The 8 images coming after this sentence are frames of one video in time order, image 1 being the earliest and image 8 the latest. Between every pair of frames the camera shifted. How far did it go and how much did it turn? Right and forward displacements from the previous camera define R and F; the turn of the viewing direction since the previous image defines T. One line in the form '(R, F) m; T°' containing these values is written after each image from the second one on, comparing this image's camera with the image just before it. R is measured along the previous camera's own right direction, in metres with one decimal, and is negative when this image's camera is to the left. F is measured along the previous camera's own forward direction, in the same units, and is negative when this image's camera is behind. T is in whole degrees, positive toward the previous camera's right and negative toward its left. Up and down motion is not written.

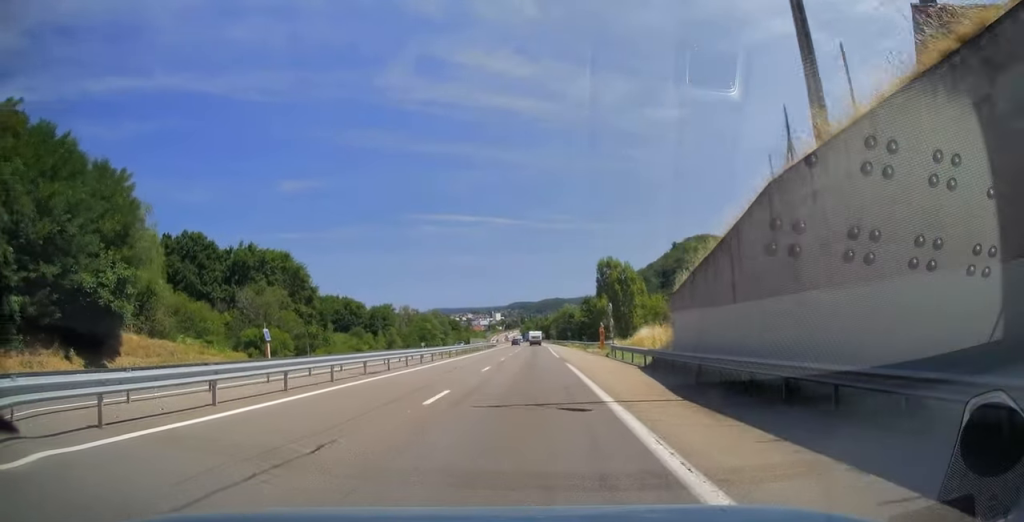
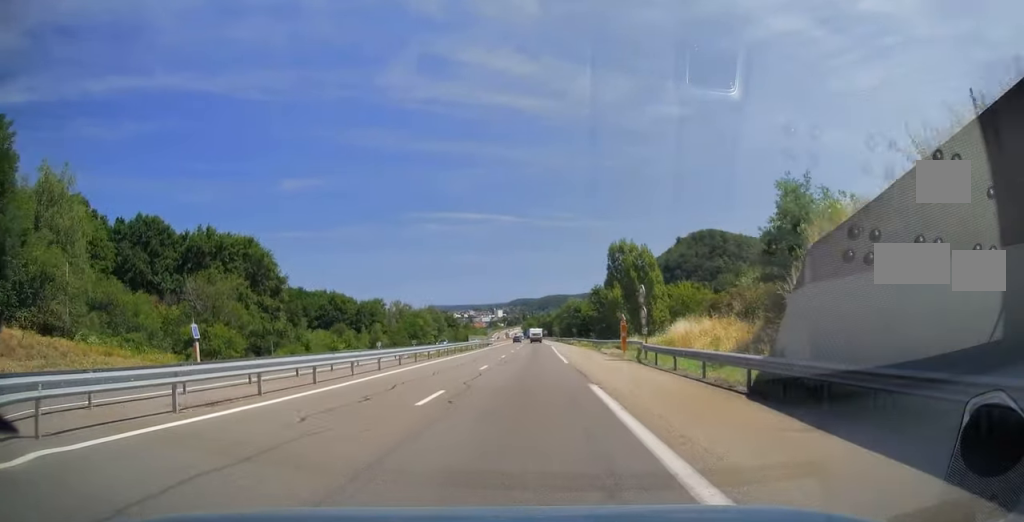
(-0.1, +13.7) m; 0°
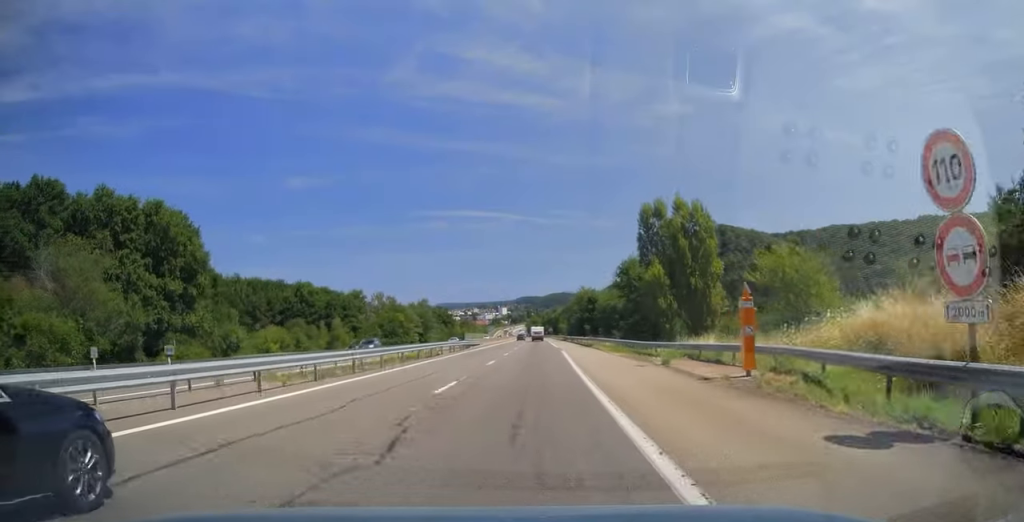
(-0.1, +24.1) m; 0°
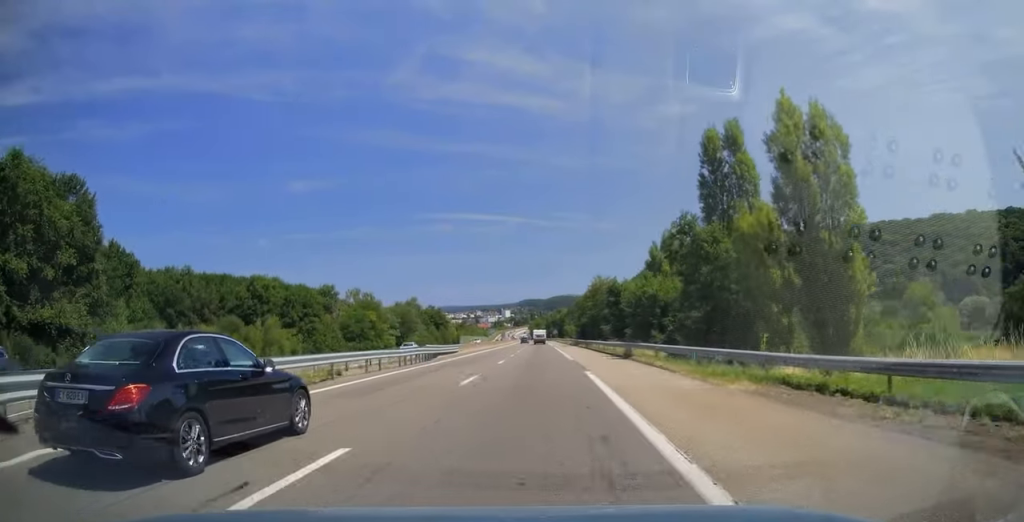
(0.0, +23.0) m; 0°
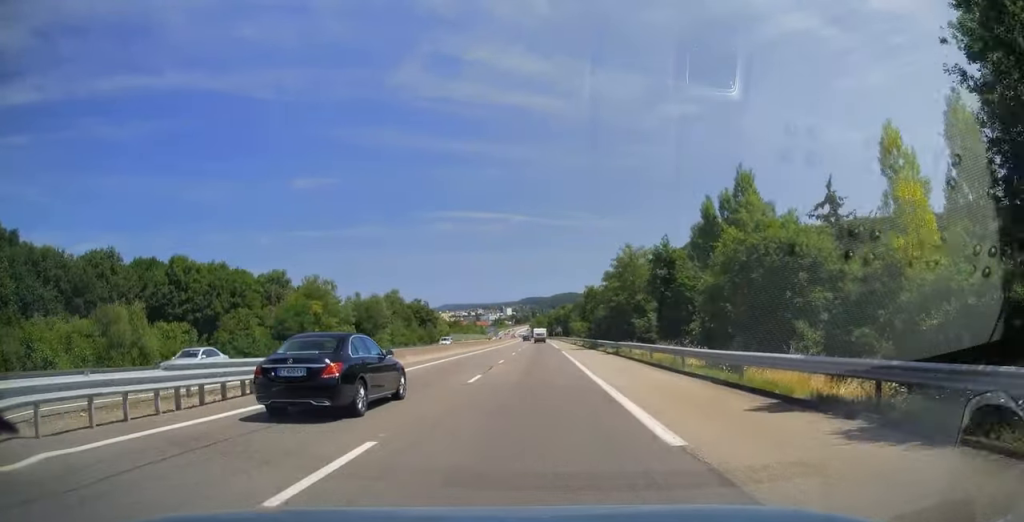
(0.0, +25.5) m; 0°
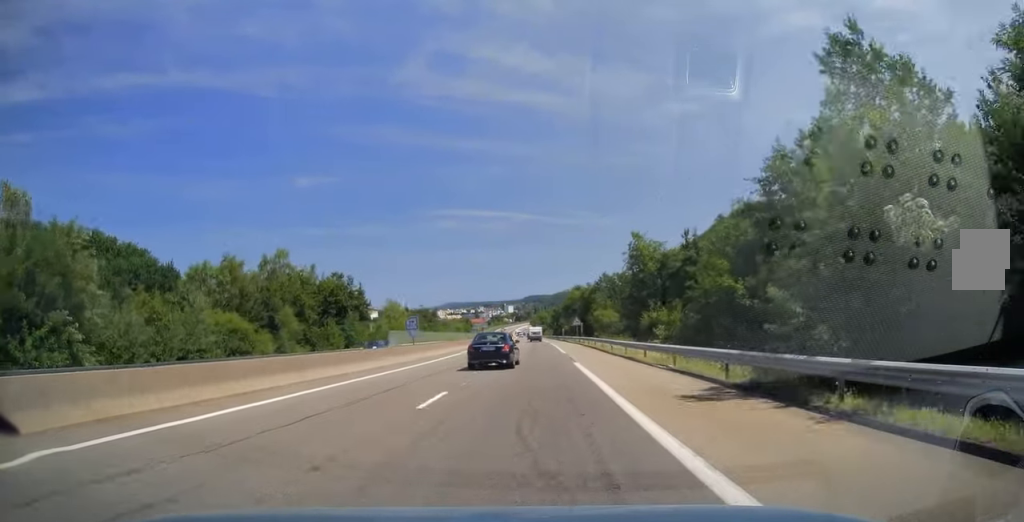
(-0.5, +71.4) m; -1°
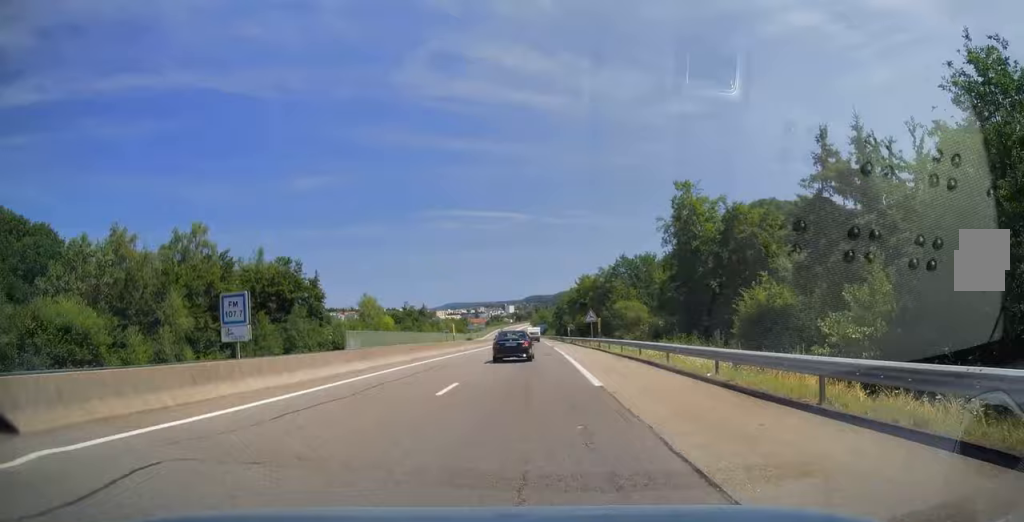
(-0.1, +23.5) m; 0°
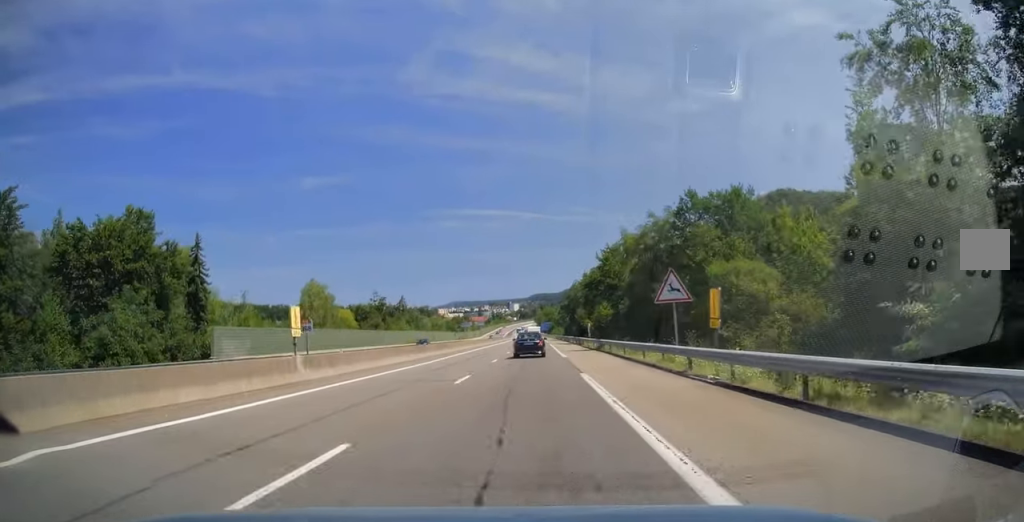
(+0.2, +35.5) m; 0°
